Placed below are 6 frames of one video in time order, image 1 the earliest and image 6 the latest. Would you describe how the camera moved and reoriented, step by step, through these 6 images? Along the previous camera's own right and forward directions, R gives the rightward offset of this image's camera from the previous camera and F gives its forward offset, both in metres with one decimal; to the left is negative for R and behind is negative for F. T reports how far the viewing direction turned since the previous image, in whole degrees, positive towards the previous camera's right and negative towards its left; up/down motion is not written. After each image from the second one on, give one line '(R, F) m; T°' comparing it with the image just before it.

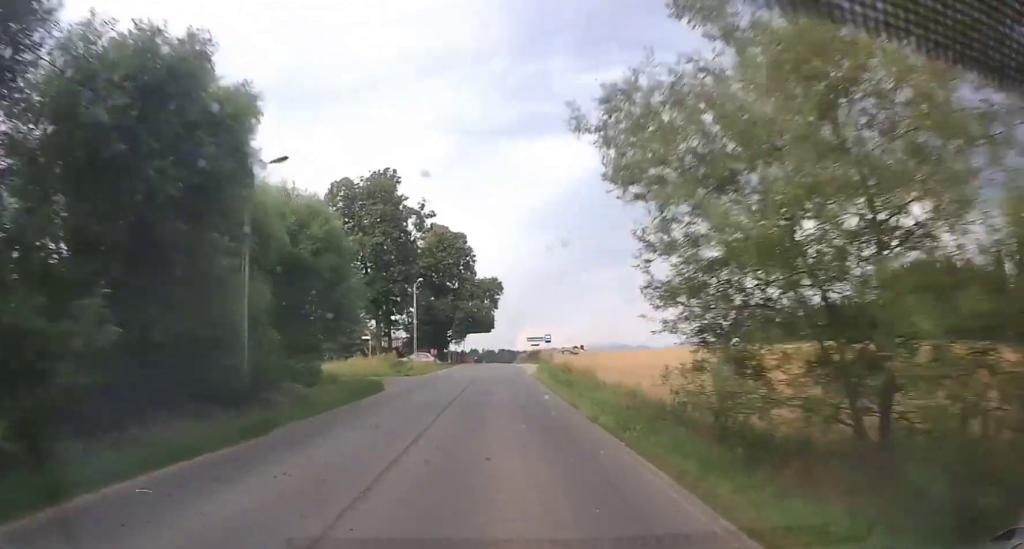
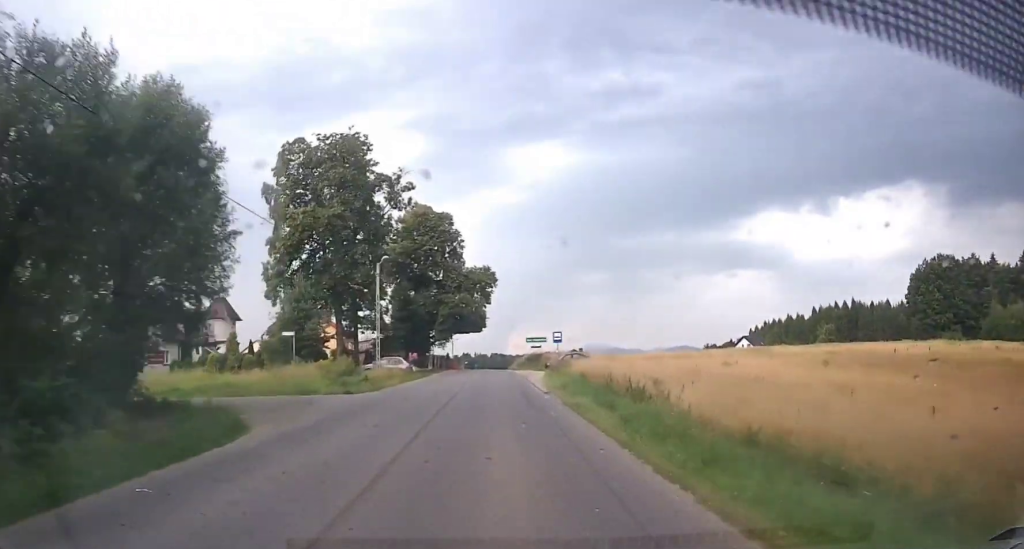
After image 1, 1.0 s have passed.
(0.0, +13.5) m; +1°
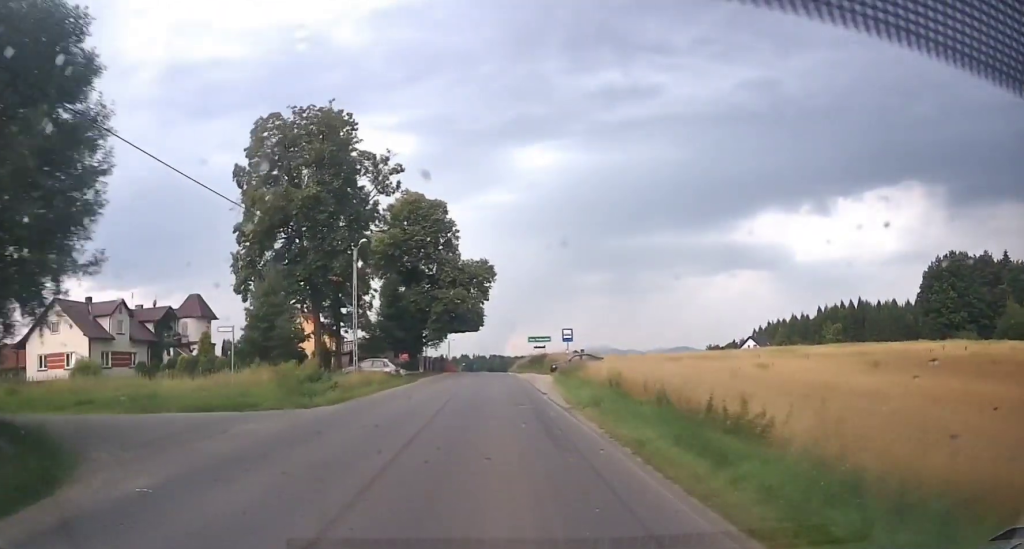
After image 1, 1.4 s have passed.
(+0.1, +5.3) m; +1°
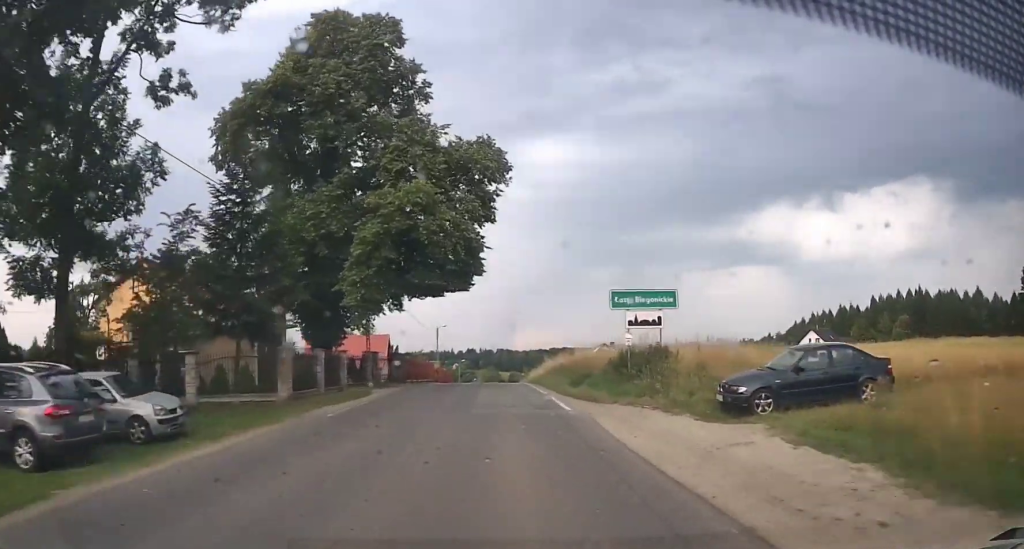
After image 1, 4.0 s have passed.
(-0.2, +28.0) m; -1°
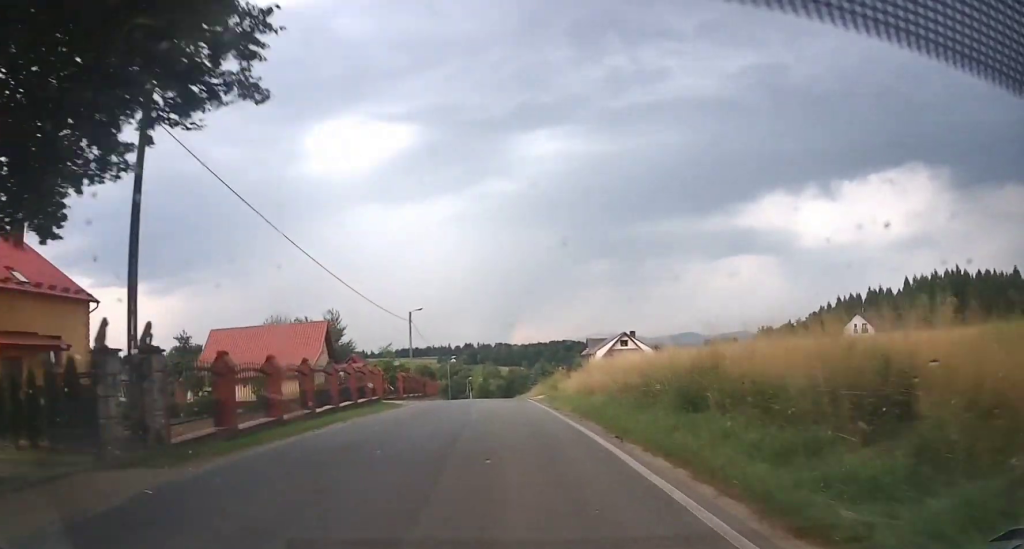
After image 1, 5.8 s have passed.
(+0.3, +22.0) m; 0°
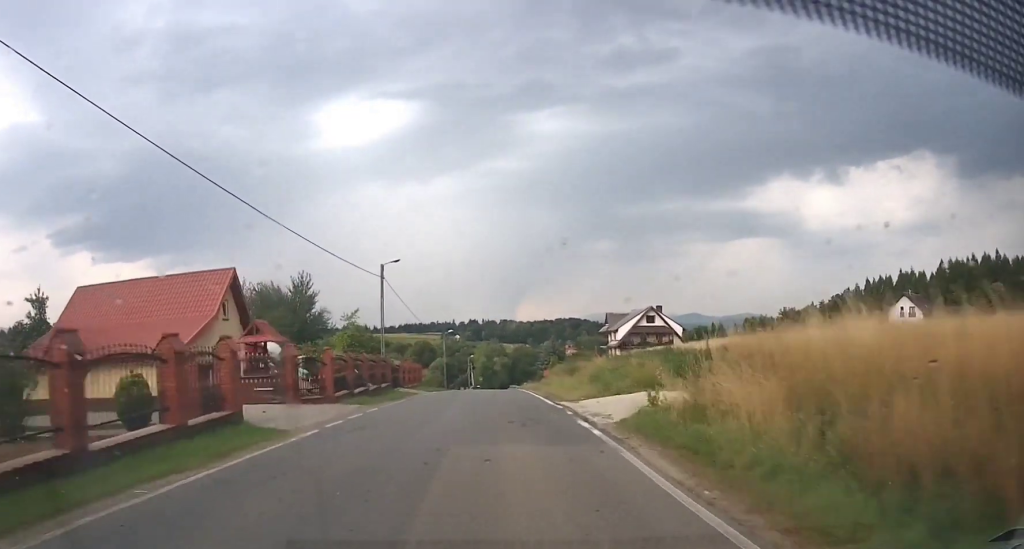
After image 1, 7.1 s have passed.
(-0.2, +16.6) m; 0°
